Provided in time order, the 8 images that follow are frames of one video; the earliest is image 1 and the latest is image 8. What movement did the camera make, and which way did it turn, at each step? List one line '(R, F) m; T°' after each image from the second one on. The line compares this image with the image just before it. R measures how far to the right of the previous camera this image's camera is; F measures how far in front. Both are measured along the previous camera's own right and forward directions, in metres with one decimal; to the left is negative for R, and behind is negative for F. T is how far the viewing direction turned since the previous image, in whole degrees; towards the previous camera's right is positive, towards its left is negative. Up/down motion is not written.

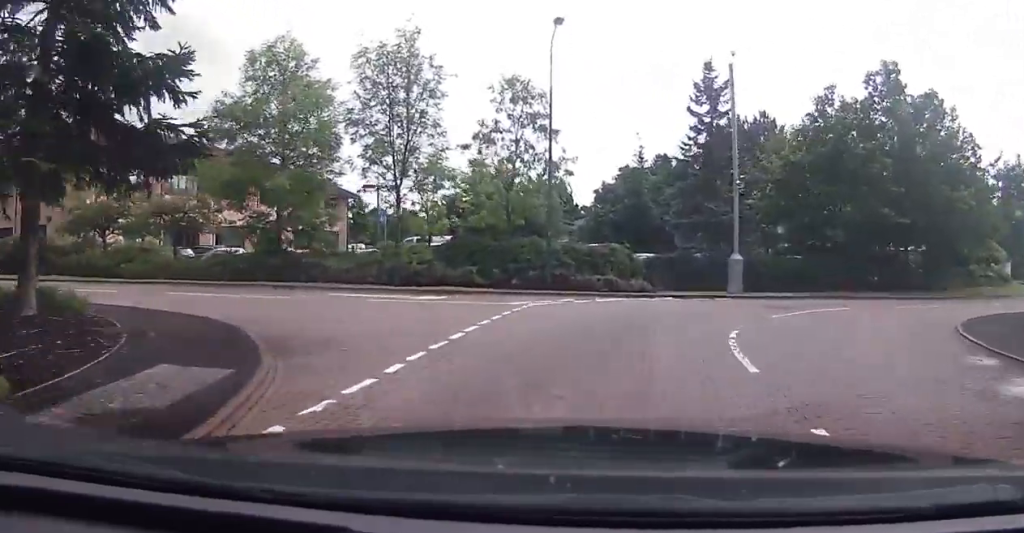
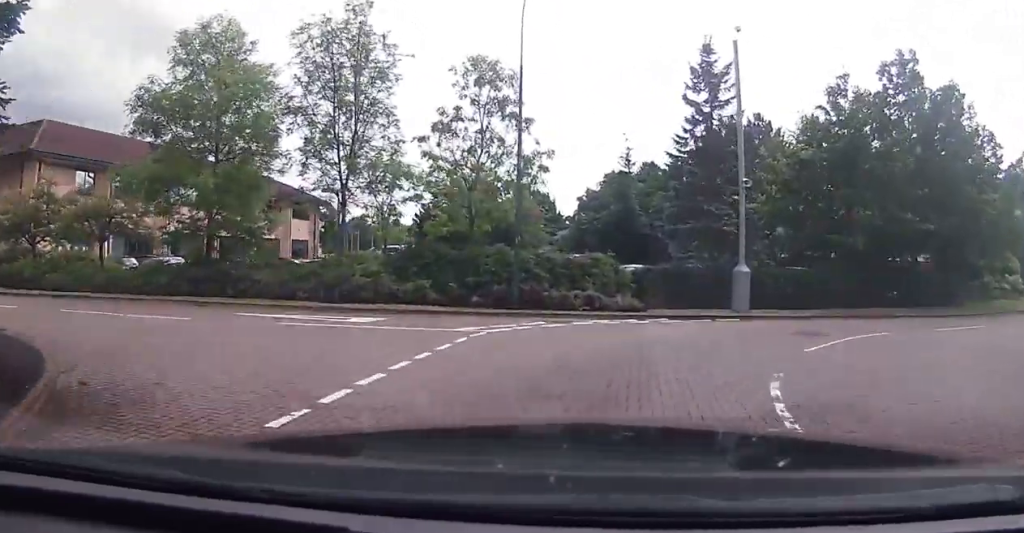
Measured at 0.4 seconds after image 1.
(+0.3, +3.8) m; +3°
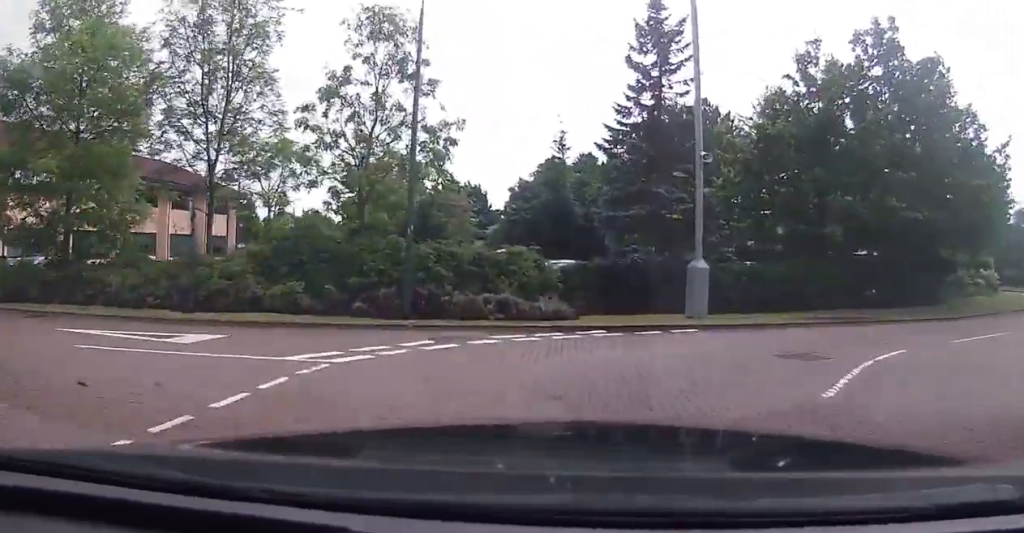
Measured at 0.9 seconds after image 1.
(+0.1, +4.4) m; +4°
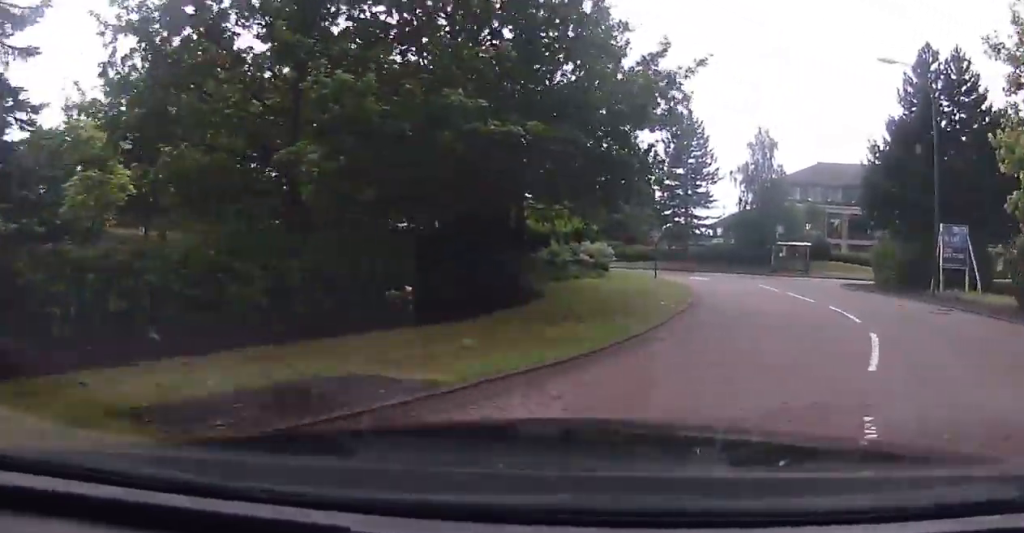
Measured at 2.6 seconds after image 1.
(+2.3, +12.1) m; +29°
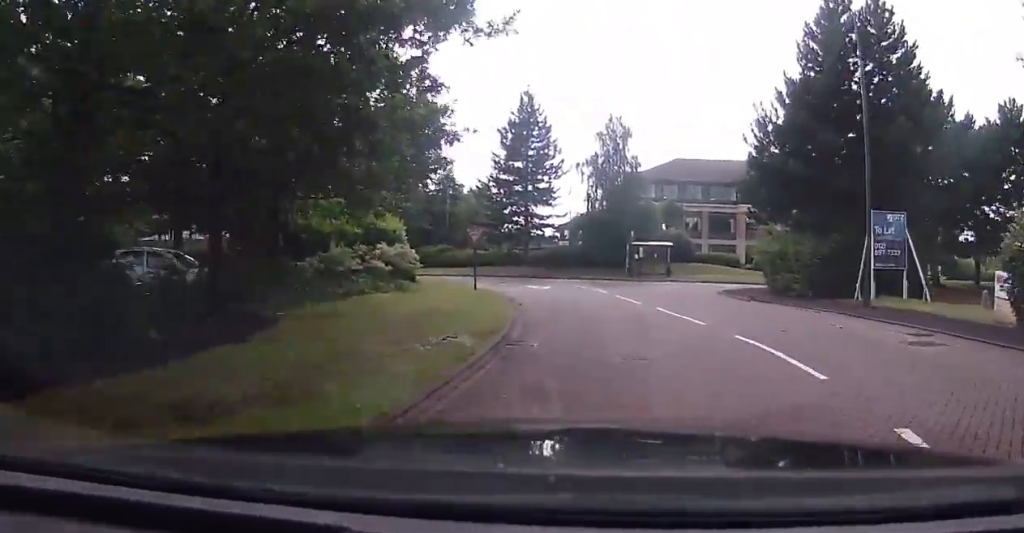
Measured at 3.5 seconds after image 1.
(+1.4, +7.2) m; +13°
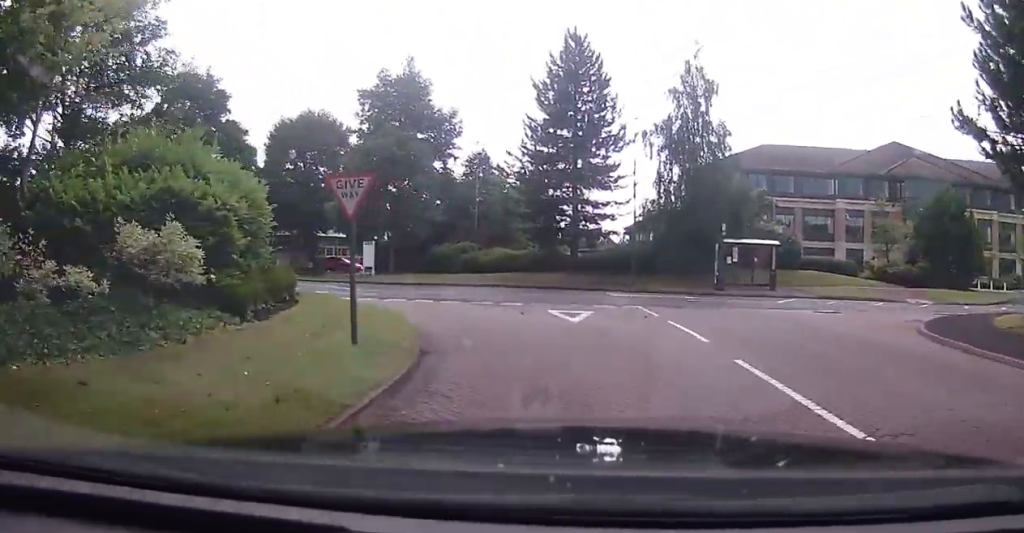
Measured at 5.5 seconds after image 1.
(+0.2, +15.0) m; -3°
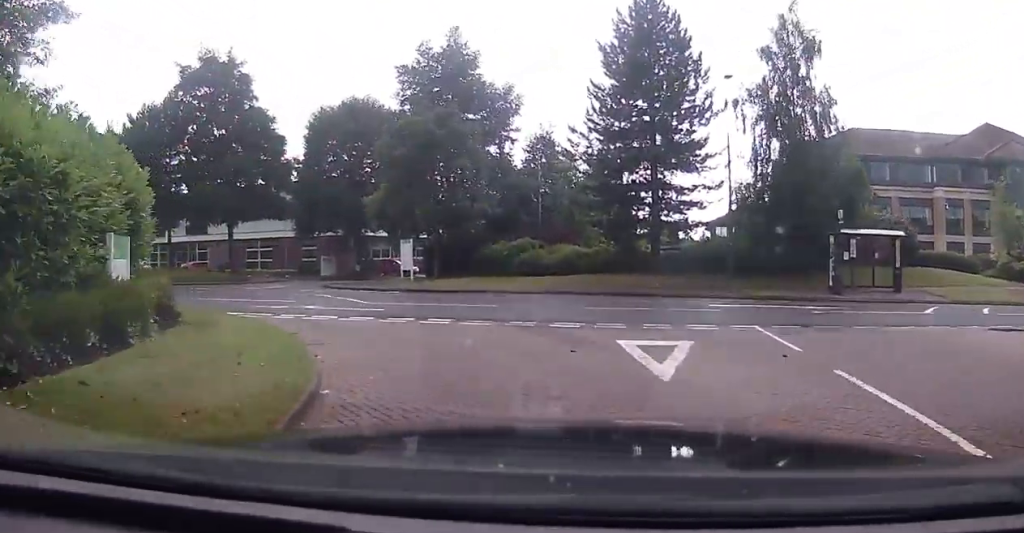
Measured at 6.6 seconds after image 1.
(-0.2, +7.0) m; -7°
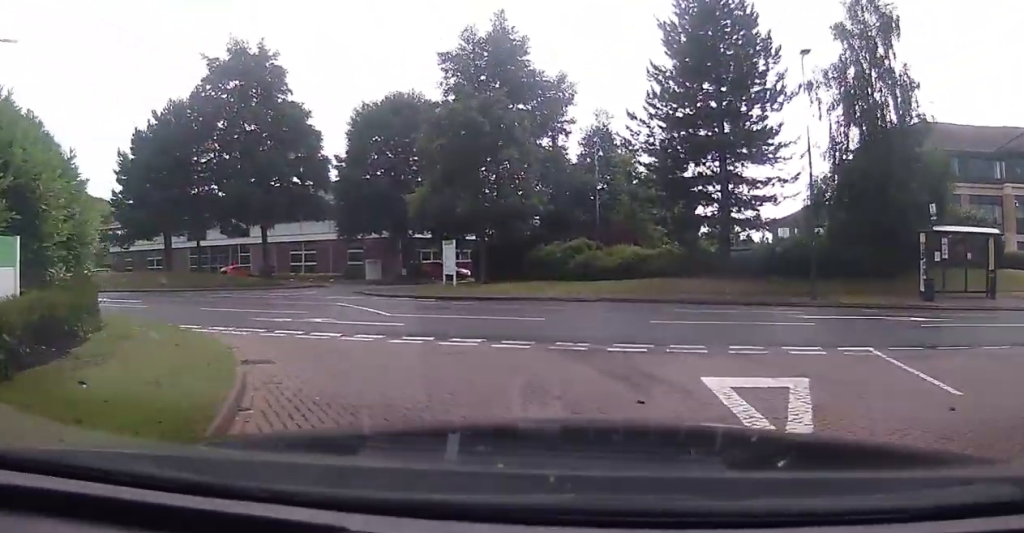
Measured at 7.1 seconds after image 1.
(-0.1, +3.2) m; -5°
